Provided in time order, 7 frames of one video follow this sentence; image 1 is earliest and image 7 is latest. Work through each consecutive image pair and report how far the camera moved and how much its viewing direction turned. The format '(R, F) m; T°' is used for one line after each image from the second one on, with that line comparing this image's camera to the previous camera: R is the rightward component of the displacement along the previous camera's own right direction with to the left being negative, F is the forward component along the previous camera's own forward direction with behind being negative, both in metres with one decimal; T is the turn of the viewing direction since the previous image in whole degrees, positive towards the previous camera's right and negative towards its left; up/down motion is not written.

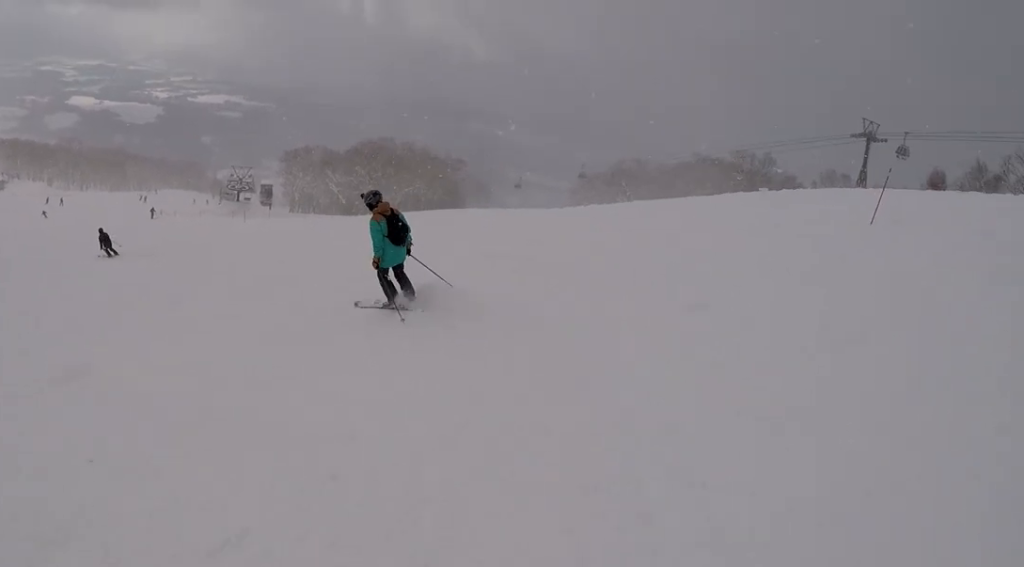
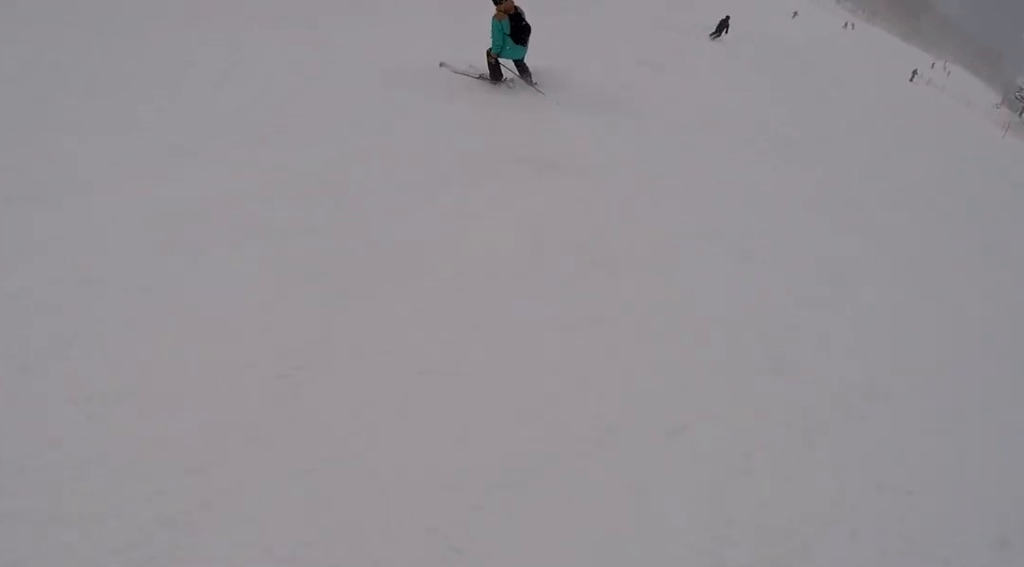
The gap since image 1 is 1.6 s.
(-2.5, +6.9) m; -44°
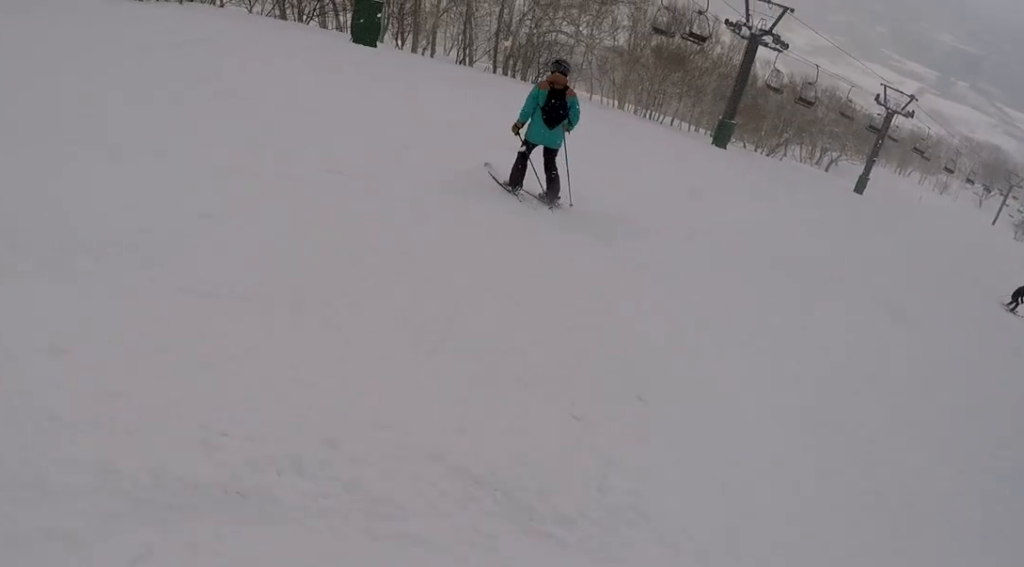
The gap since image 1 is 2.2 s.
(-0.4, +3.0) m; -19°
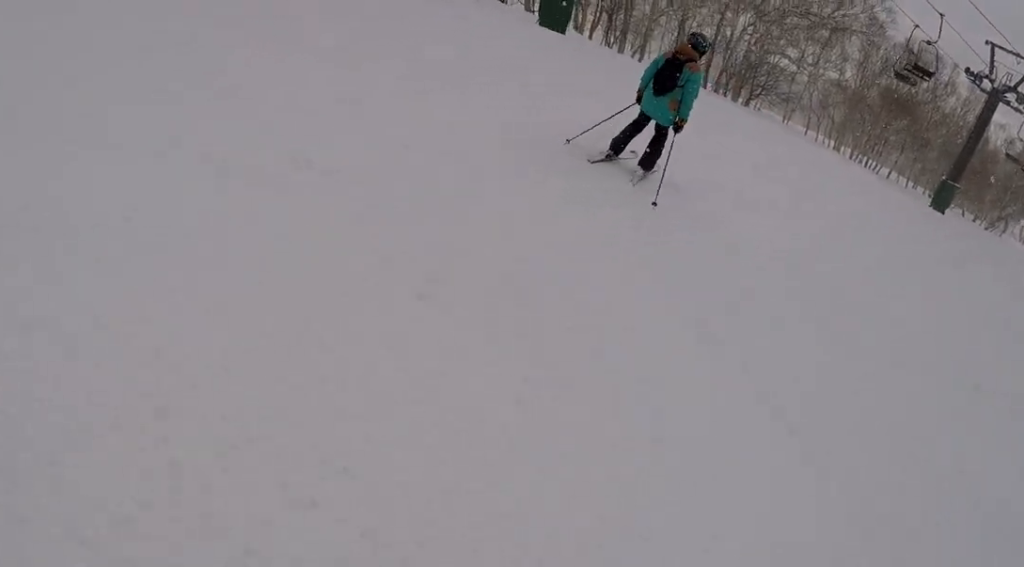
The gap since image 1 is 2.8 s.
(-0.6, +2.4) m; -8°
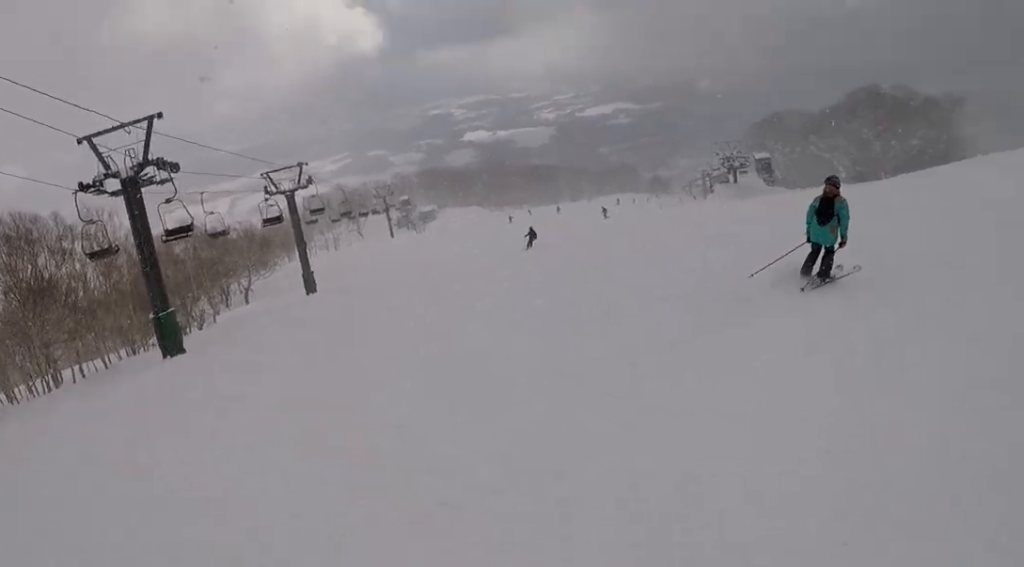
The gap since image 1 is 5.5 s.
(+3.4, +11.4) m; +62°
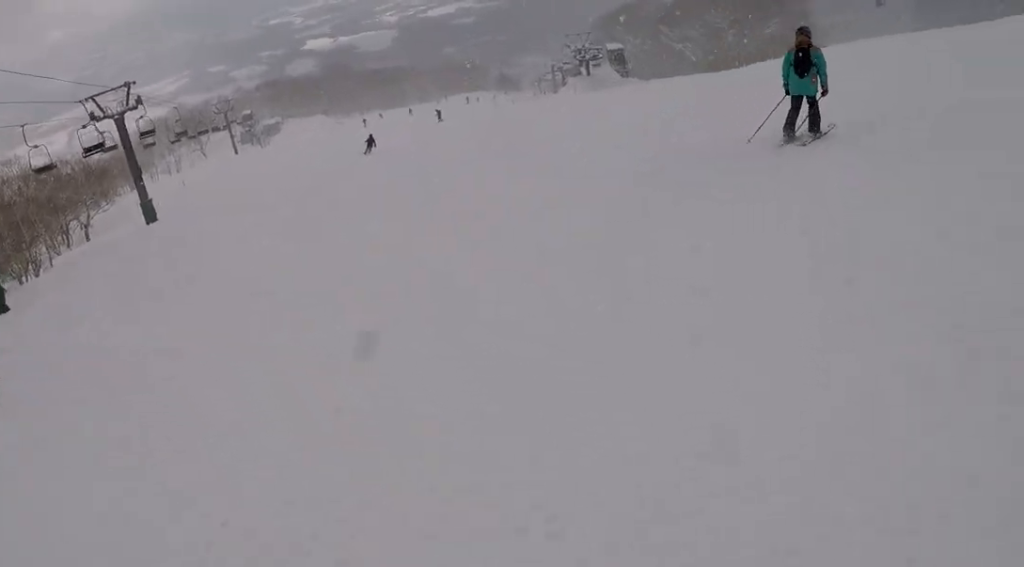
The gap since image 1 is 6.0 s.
(+0.7, +2.2) m; +12°
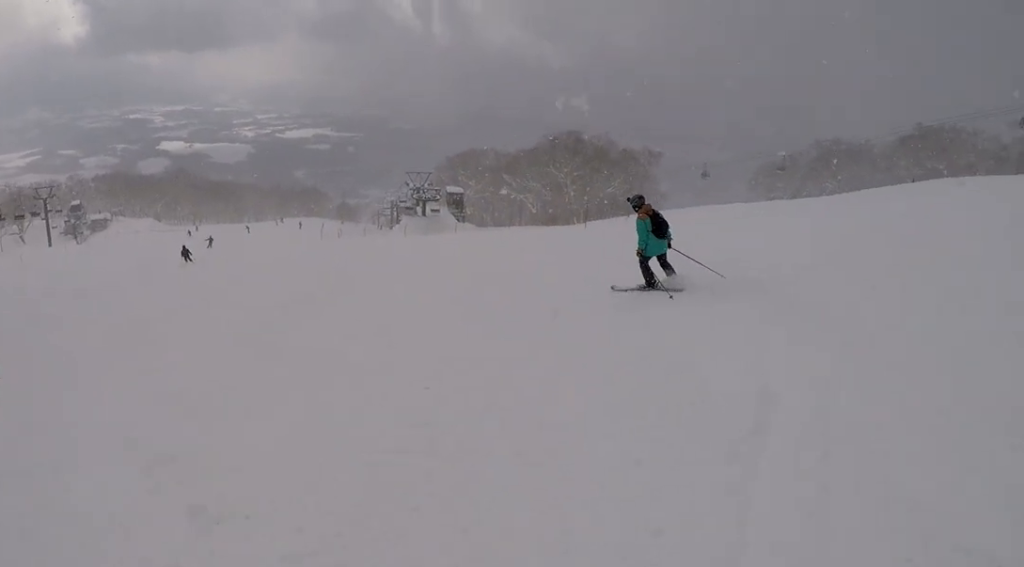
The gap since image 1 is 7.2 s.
(+0.4, +6.7) m; -10°
